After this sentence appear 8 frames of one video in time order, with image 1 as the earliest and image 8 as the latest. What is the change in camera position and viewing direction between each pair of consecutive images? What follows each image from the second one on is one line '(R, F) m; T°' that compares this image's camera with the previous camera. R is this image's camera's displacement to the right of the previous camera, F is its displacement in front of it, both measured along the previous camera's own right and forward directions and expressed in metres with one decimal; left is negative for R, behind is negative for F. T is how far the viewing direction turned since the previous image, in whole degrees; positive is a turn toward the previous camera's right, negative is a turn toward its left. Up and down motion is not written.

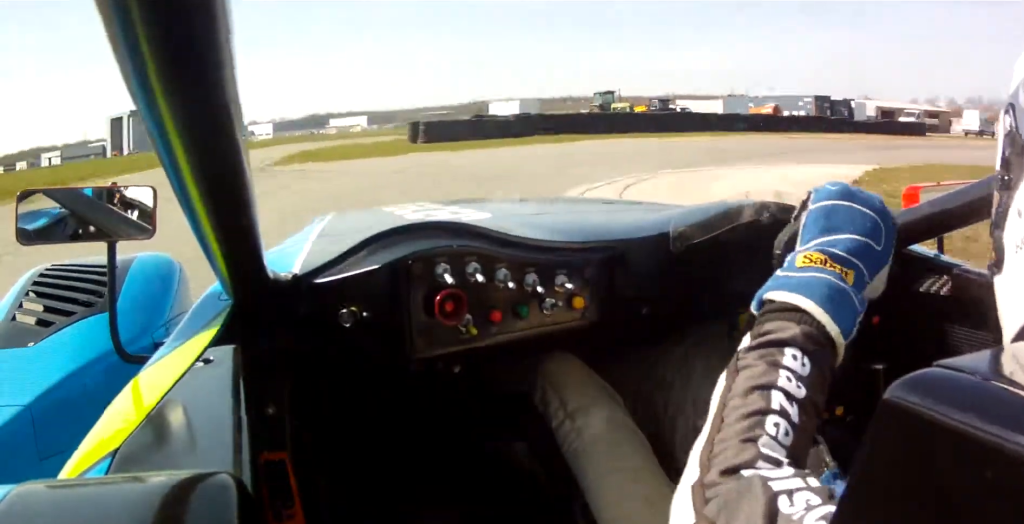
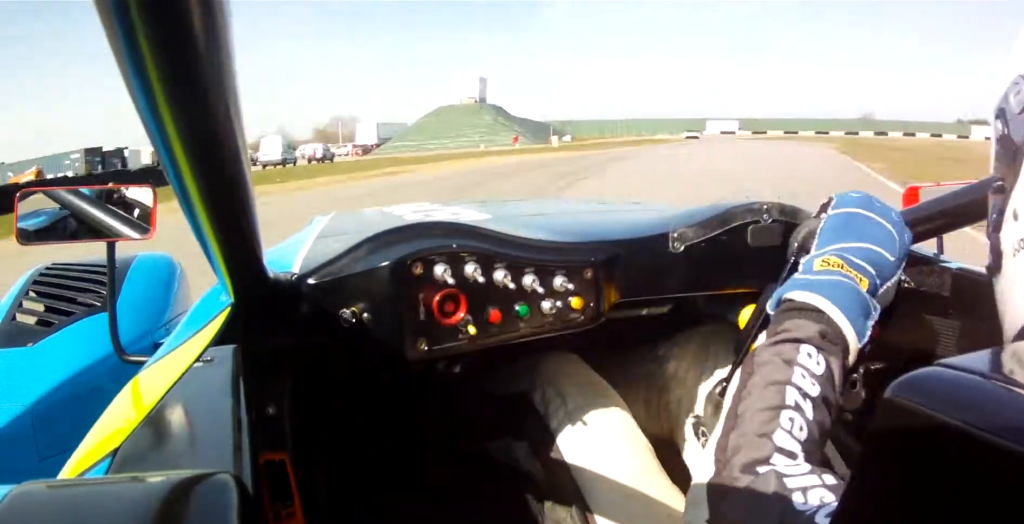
(+6.1, +17.1) m; +58°
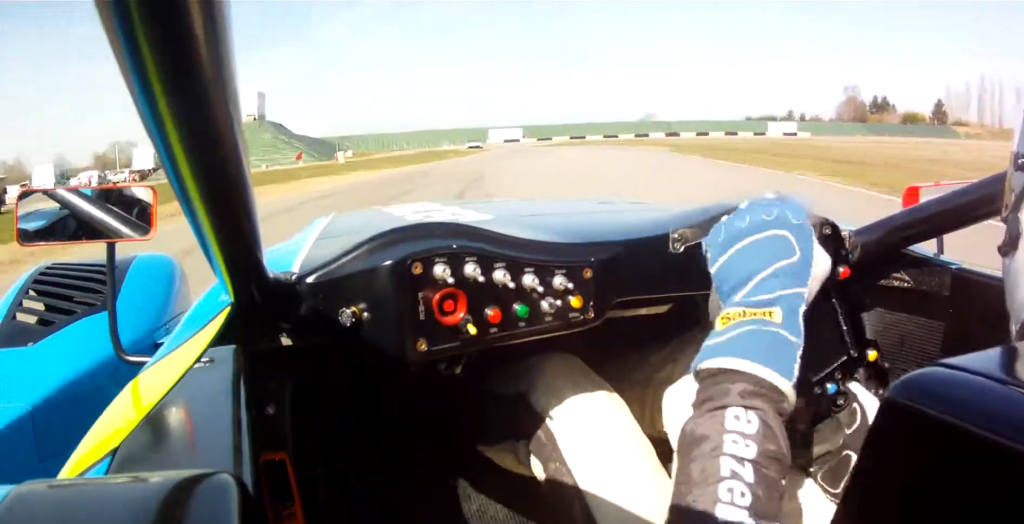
(+2.1, +7.3) m; +17°
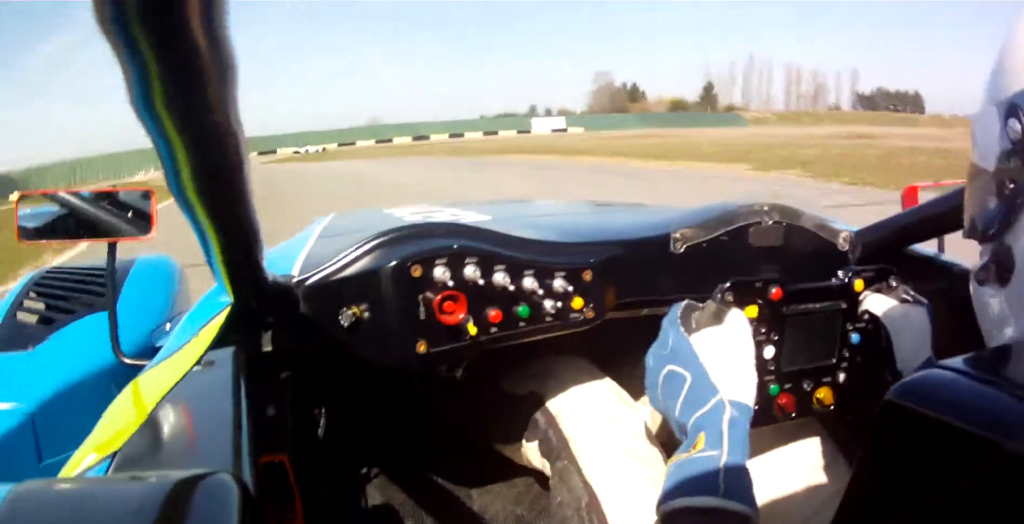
(+13.0, +35.6) m; +18°
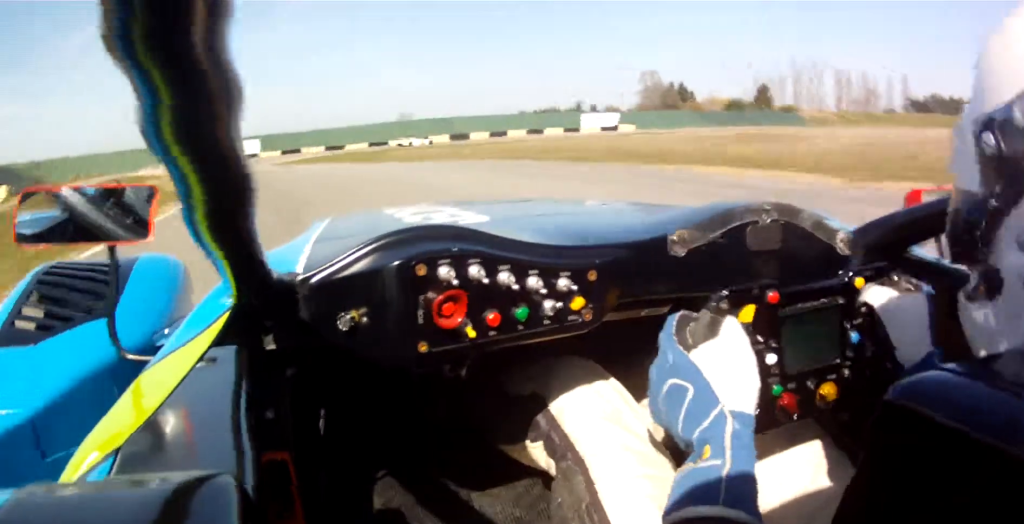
(-0.1, +12.8) m; -1°
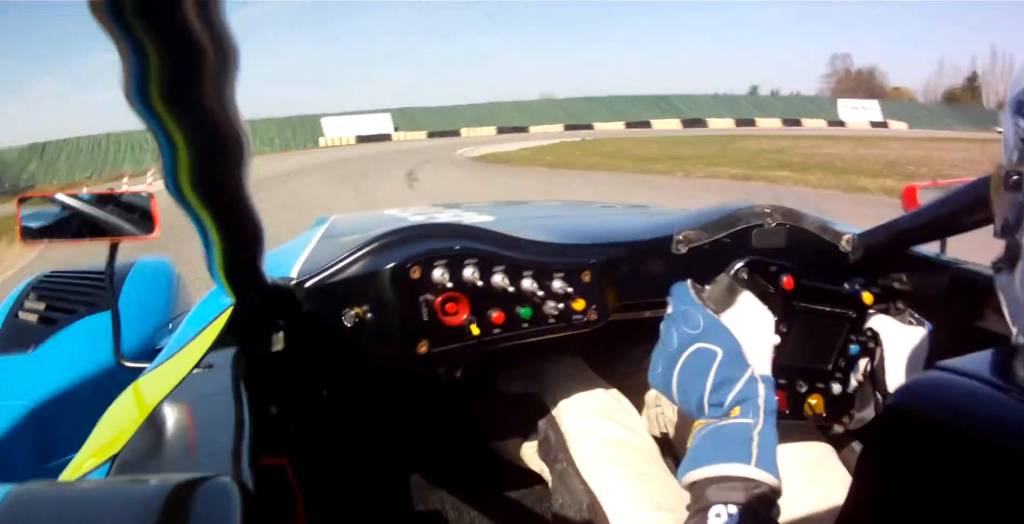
(-1.5, +42.8) m; +1°
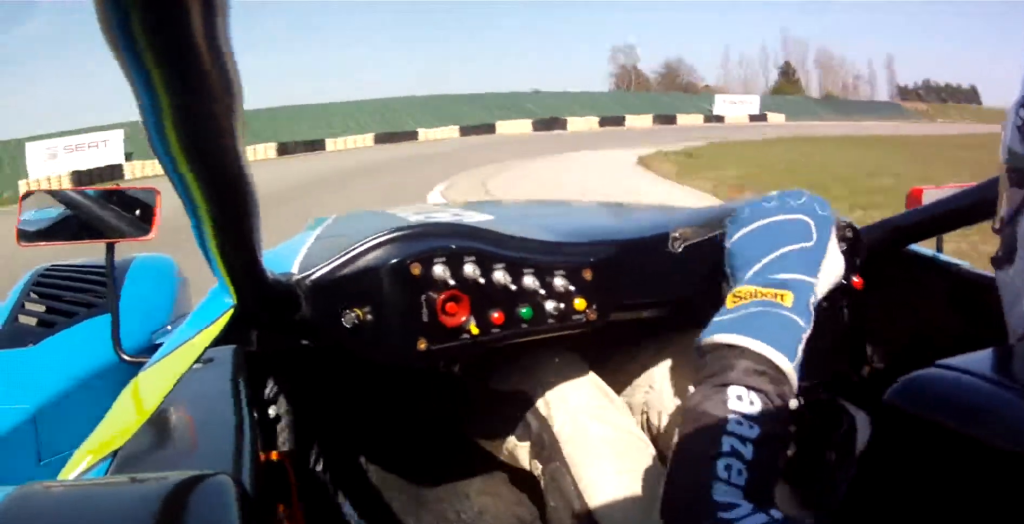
(+1.4, +26.9) m; +13°
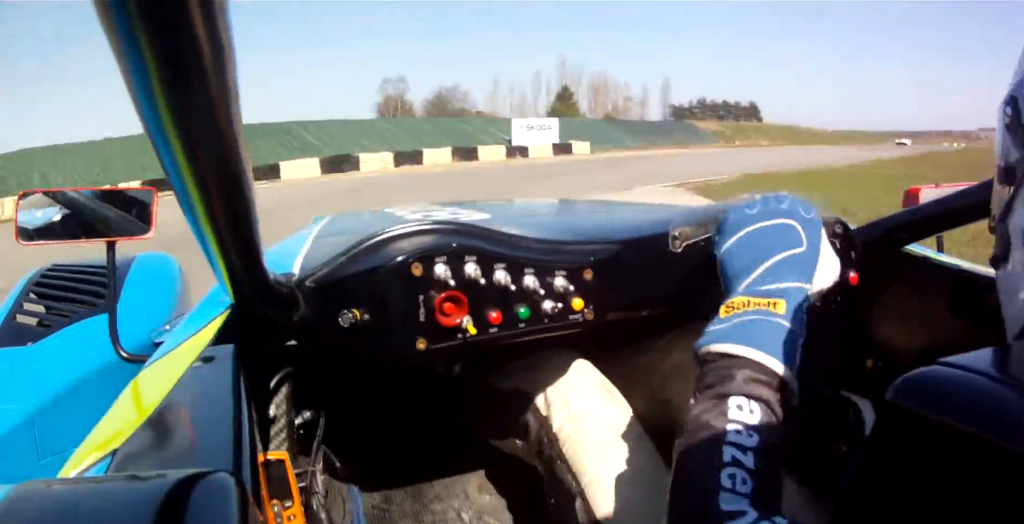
(-0.9, +9.9) m; +7°
